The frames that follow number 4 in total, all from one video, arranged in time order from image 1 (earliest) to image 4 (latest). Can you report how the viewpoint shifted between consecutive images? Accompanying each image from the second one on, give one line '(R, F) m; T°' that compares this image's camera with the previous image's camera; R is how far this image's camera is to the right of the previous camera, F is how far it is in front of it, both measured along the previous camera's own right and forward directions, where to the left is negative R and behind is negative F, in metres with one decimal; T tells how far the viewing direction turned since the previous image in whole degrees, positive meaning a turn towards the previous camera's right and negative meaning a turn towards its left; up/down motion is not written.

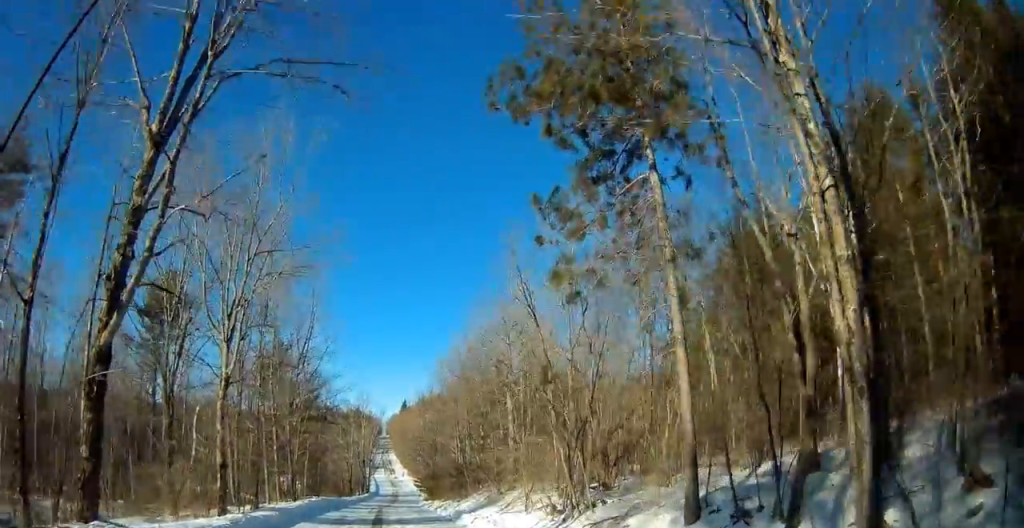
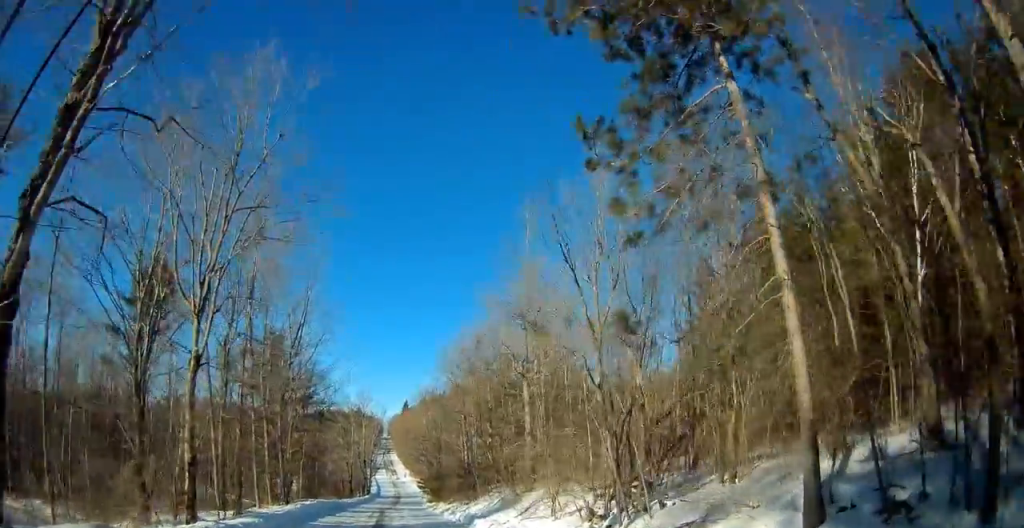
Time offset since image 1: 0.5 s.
(0.0, +3.3) m; 0°
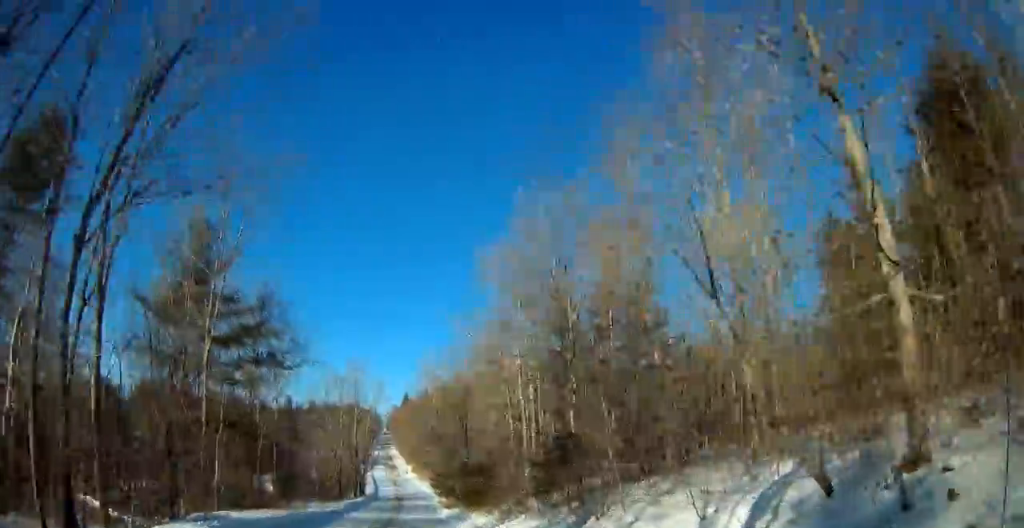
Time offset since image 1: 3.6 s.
(+0.4, +20.5) m; +2°
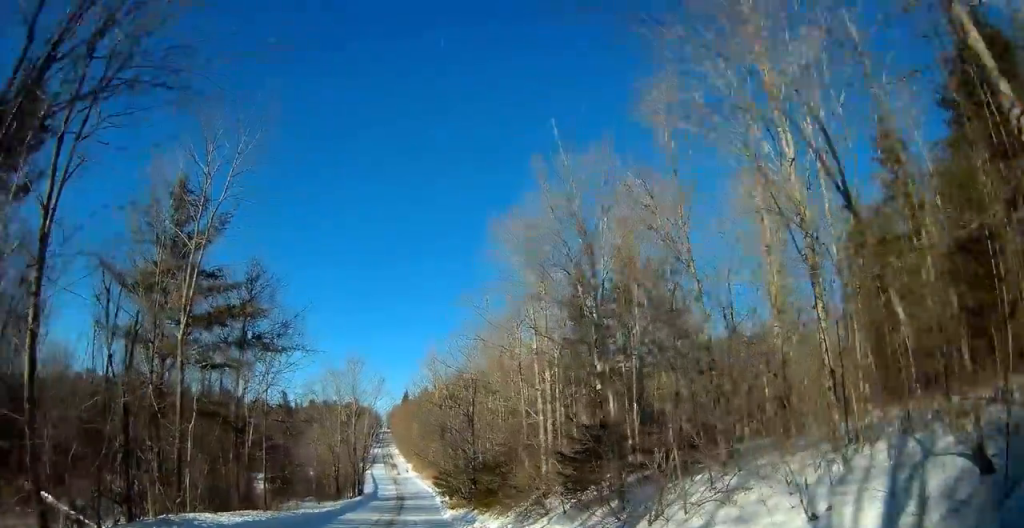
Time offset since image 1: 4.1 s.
(-0.1, +3.0) m; 0°
